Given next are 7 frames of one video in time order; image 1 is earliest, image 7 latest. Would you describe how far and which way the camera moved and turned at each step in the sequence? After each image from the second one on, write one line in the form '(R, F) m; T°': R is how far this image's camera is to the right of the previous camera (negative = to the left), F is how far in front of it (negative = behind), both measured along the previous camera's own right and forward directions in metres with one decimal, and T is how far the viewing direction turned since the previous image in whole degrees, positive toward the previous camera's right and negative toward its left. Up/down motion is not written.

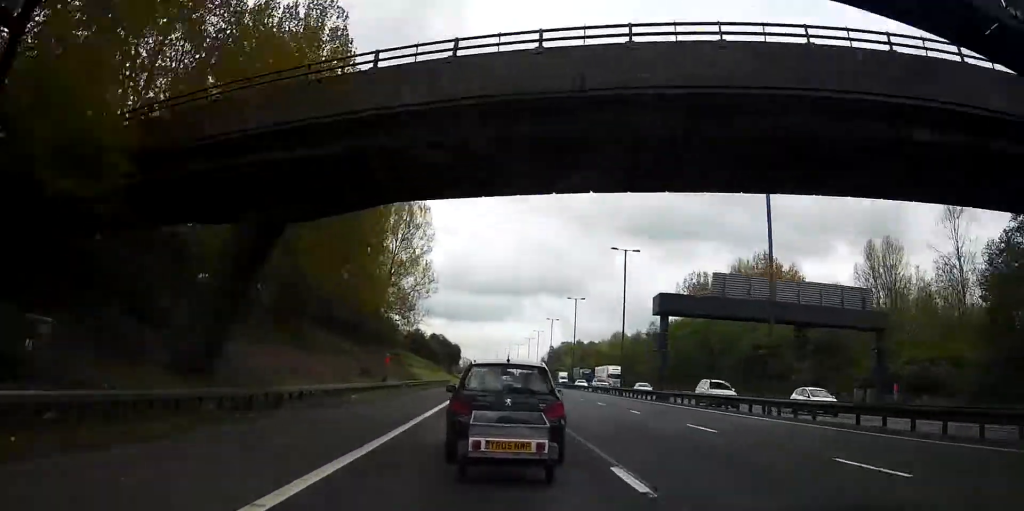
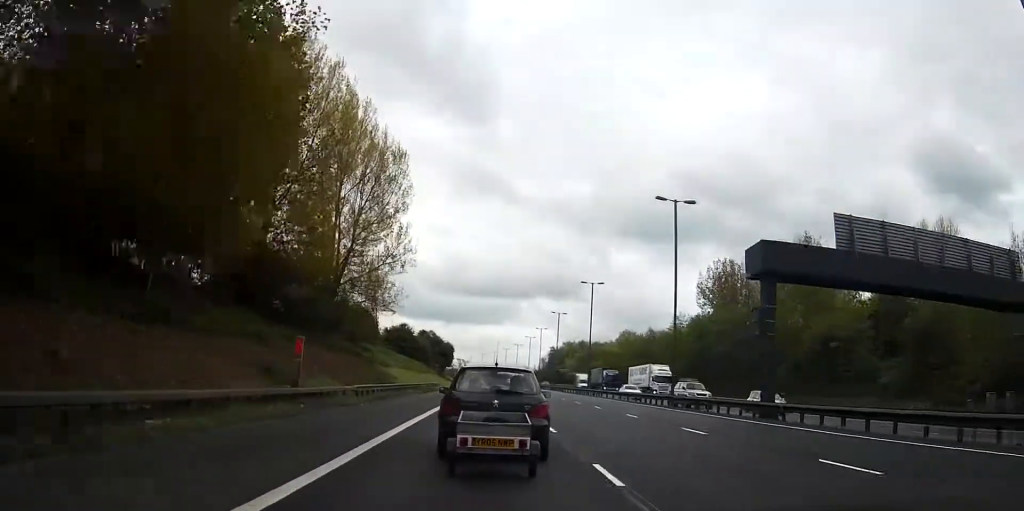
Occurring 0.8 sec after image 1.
(0.0, +18.3) m; 0°
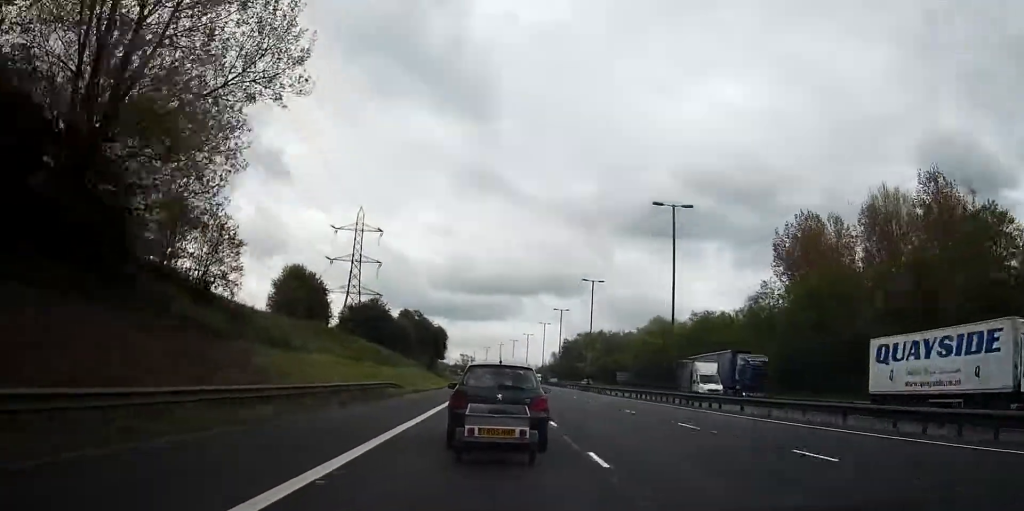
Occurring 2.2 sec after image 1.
(0.0, +34.9) m; +1°
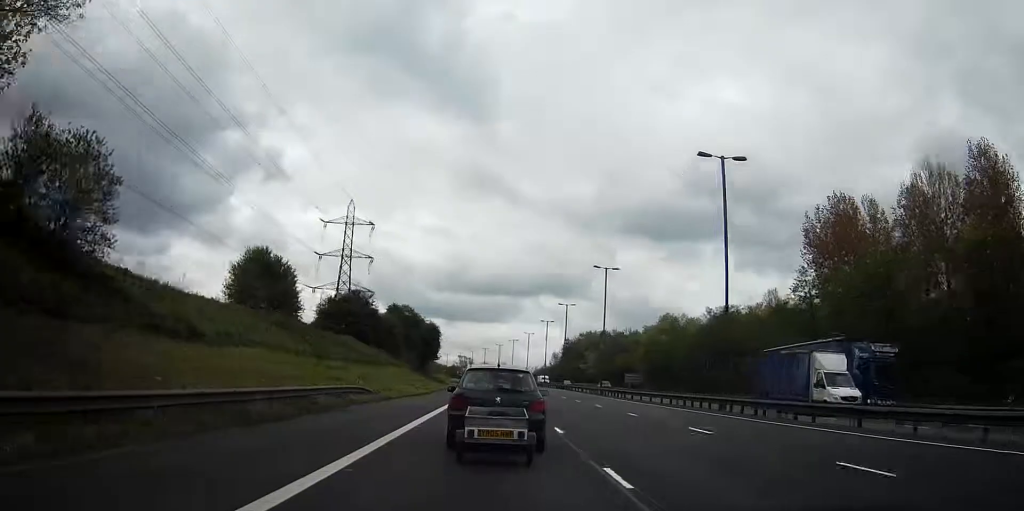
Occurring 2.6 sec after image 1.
(+0.2, +11.0) m; +1°
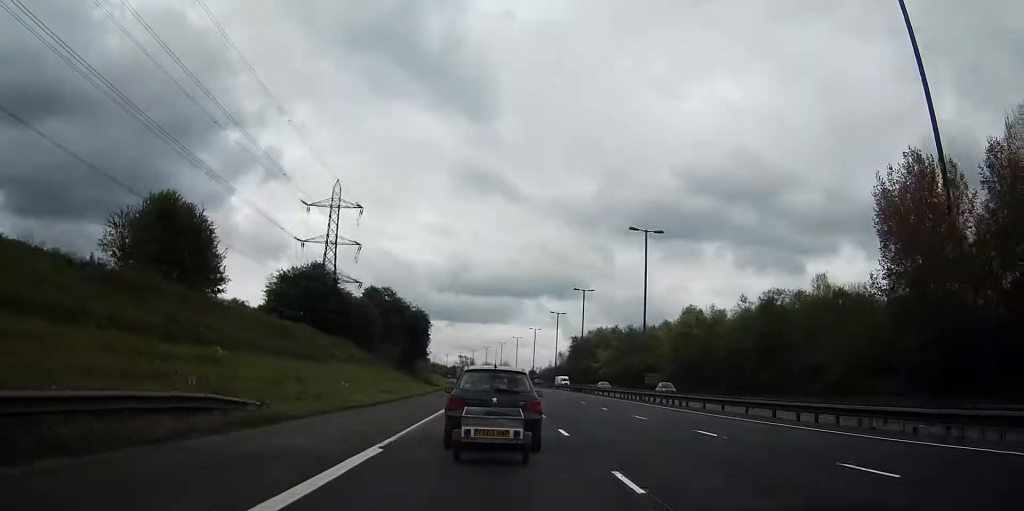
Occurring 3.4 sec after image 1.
(+0.2, +18.8) m; +1°
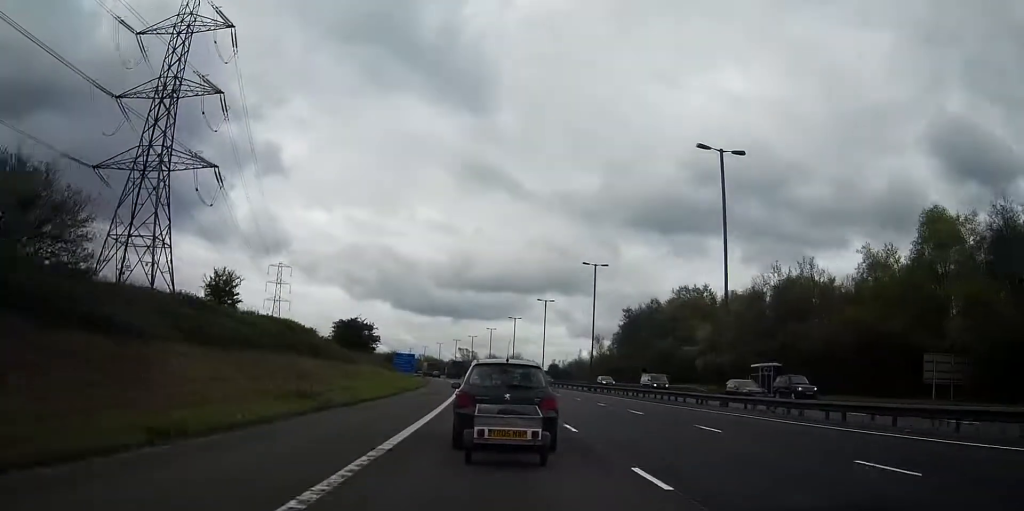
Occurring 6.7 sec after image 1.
(-0.9, +87.9) m; -2°
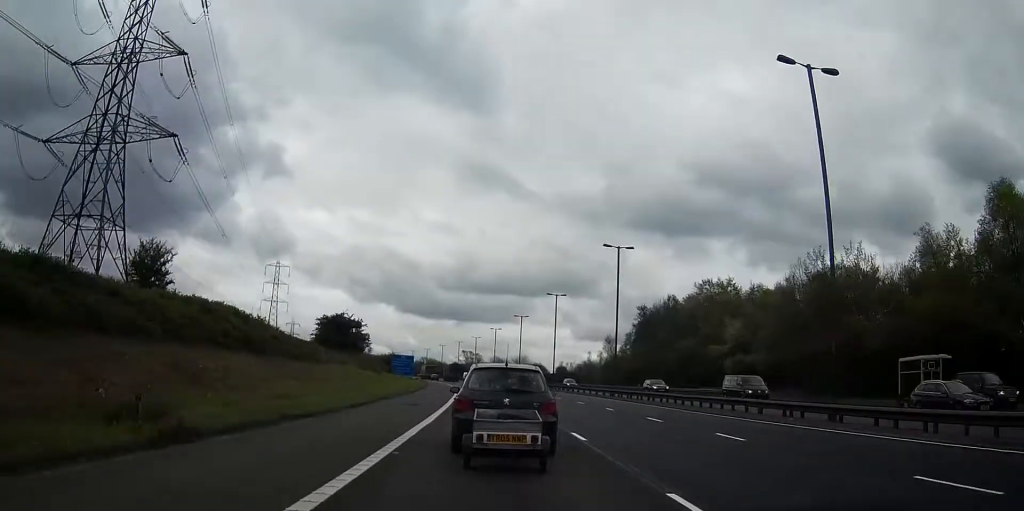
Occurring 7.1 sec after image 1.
(0.0, +11.4) m; 0°
